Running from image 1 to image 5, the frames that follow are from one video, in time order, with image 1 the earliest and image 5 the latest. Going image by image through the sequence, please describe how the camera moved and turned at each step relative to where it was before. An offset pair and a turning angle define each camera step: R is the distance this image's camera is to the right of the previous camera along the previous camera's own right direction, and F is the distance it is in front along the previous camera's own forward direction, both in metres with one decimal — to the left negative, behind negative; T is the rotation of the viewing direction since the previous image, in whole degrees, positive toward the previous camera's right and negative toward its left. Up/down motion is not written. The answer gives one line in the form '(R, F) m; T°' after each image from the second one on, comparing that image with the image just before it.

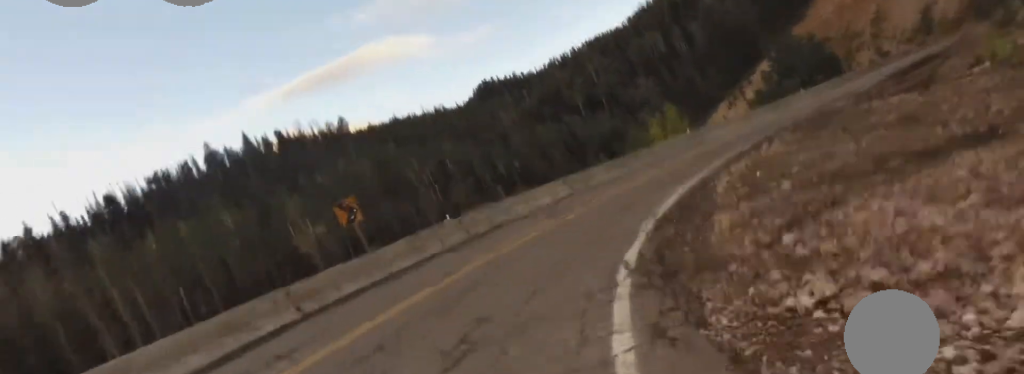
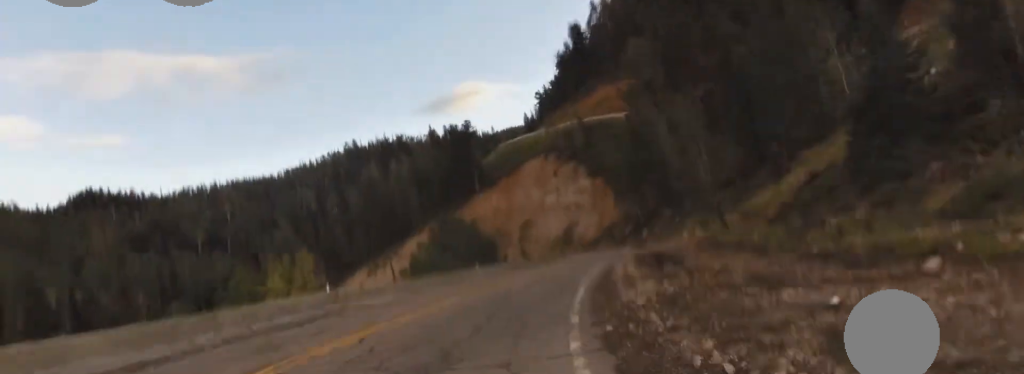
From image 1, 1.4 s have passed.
(+3.3, +13.0) m; +26°
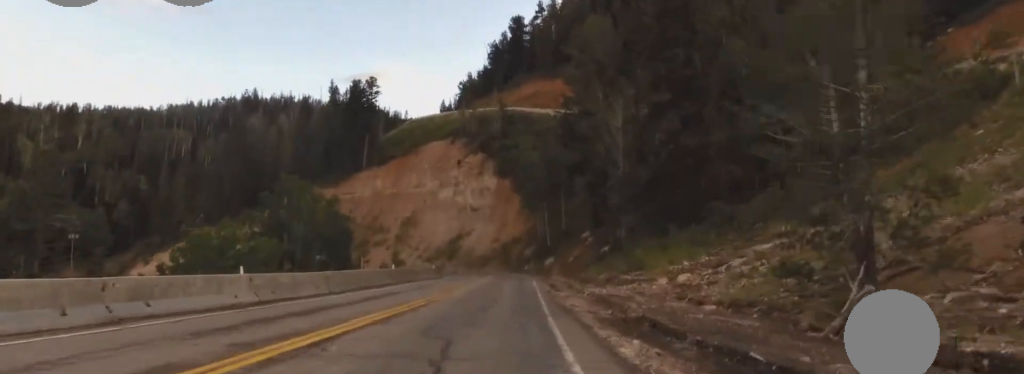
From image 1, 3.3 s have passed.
(+3.9, +21.9) m; +16°
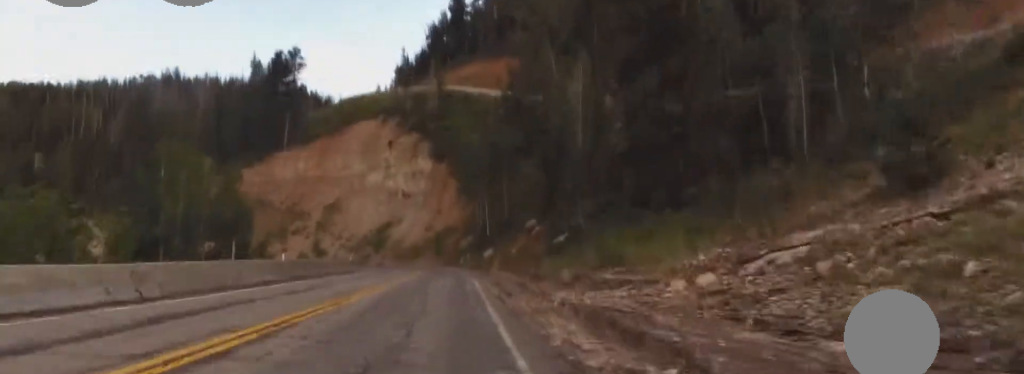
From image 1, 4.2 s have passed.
(+0.5, +10.0) m; +4°
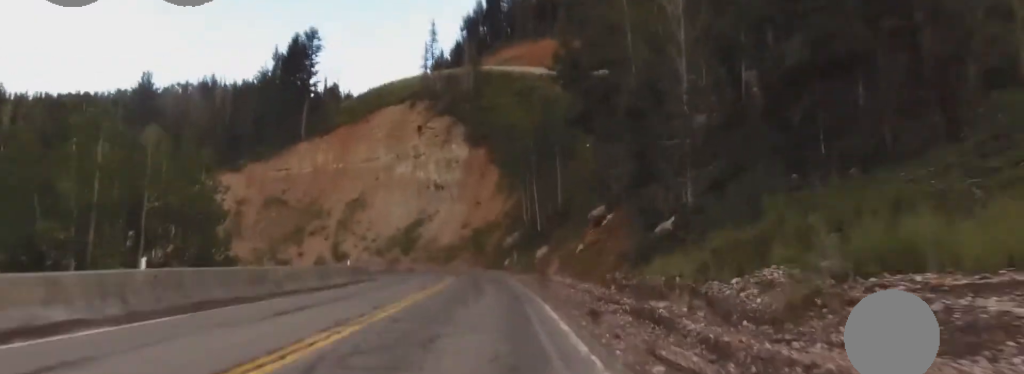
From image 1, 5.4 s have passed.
(+0.6, +15.8) m; 0°
